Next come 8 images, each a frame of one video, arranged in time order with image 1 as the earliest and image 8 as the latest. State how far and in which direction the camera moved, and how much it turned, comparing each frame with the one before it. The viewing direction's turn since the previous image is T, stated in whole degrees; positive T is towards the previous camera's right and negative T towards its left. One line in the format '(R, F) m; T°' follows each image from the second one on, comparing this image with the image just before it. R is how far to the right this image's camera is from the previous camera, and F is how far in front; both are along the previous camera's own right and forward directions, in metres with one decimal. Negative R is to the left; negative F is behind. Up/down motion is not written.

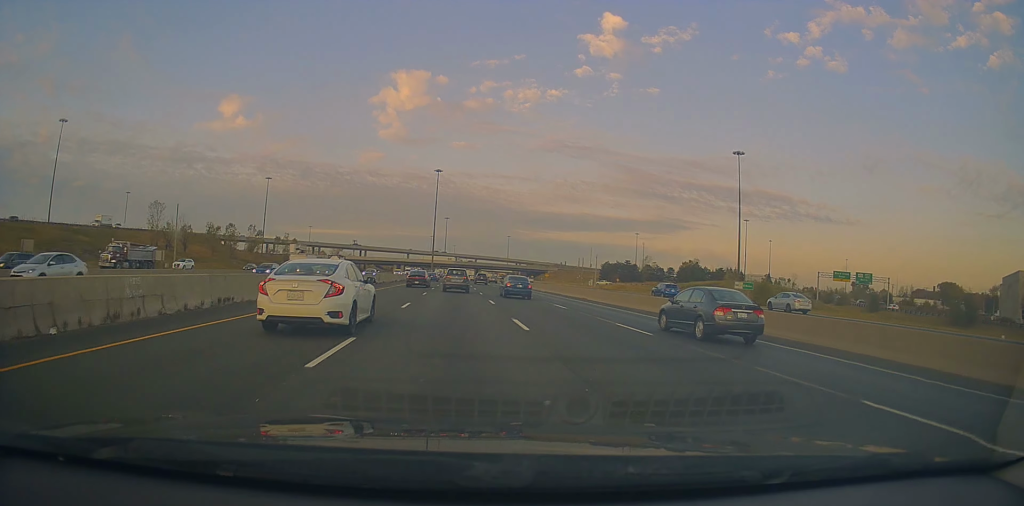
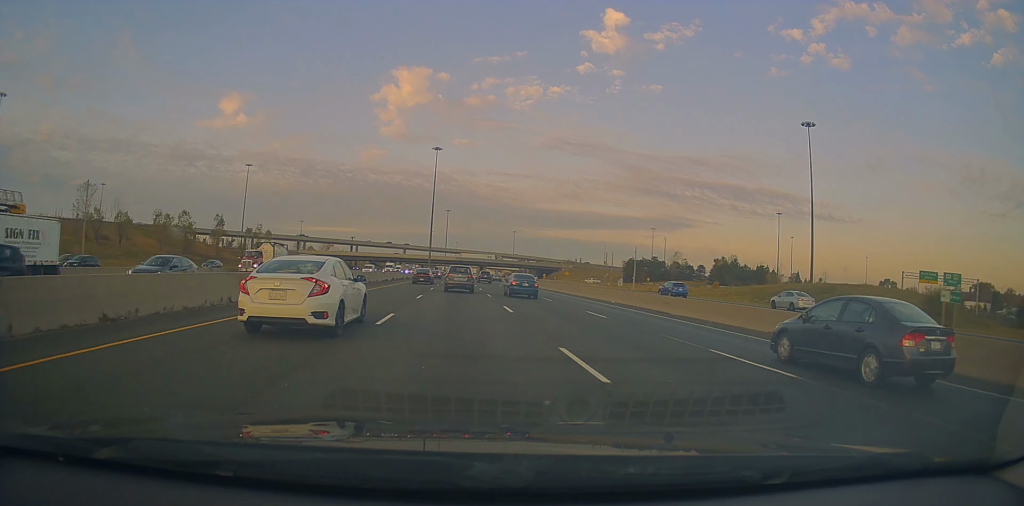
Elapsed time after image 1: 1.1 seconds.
(-0.1, +31.1) m; 0°
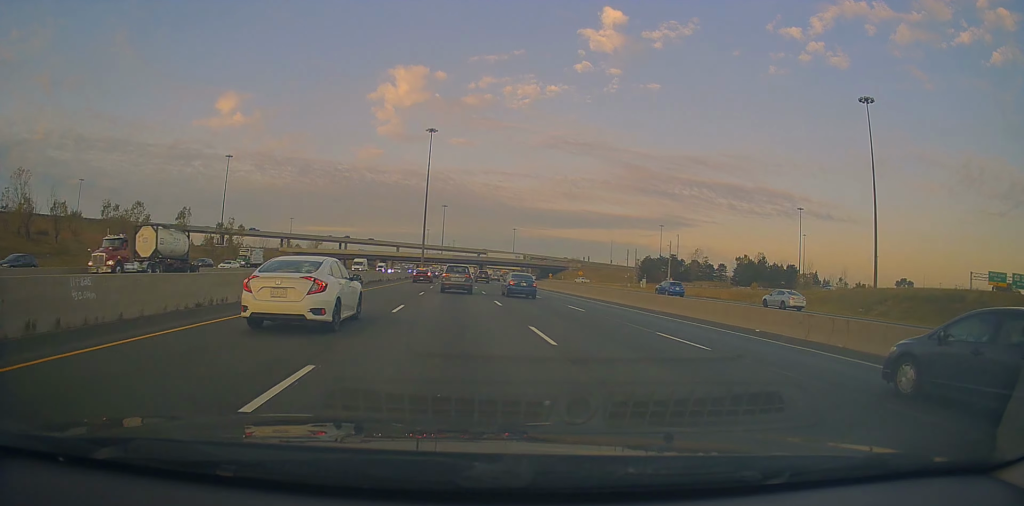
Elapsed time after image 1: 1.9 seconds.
(-0.1, +21.0) m; 0°
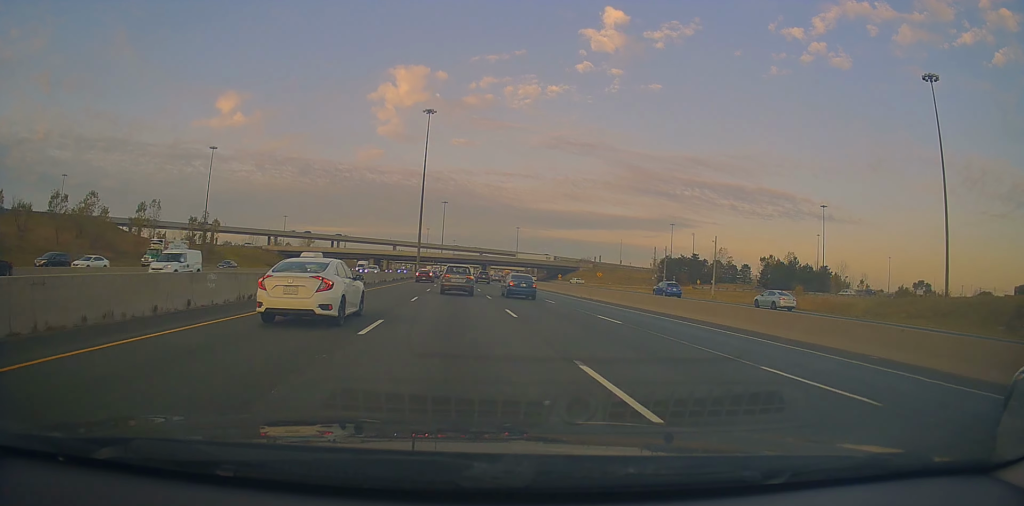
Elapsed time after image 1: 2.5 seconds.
(+0.3, +17.5) m; 0°
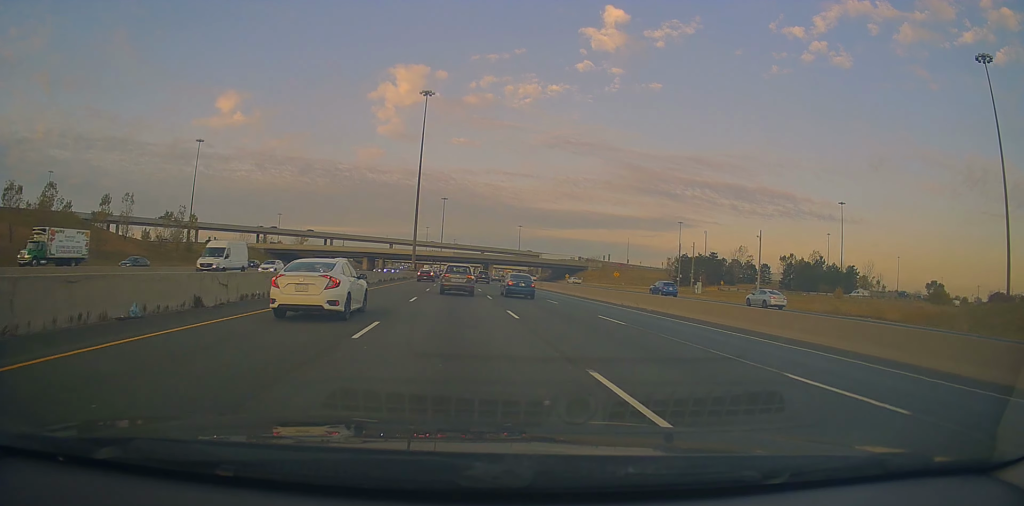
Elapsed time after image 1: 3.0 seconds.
(-0.1, +12.9) m; 0°
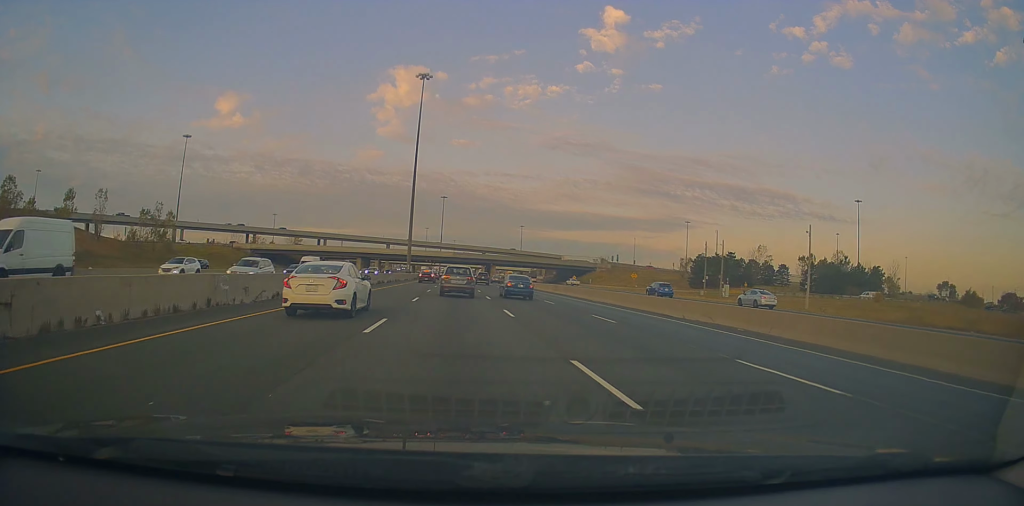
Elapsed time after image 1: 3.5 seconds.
(-0.3, +11.0) m; 0°
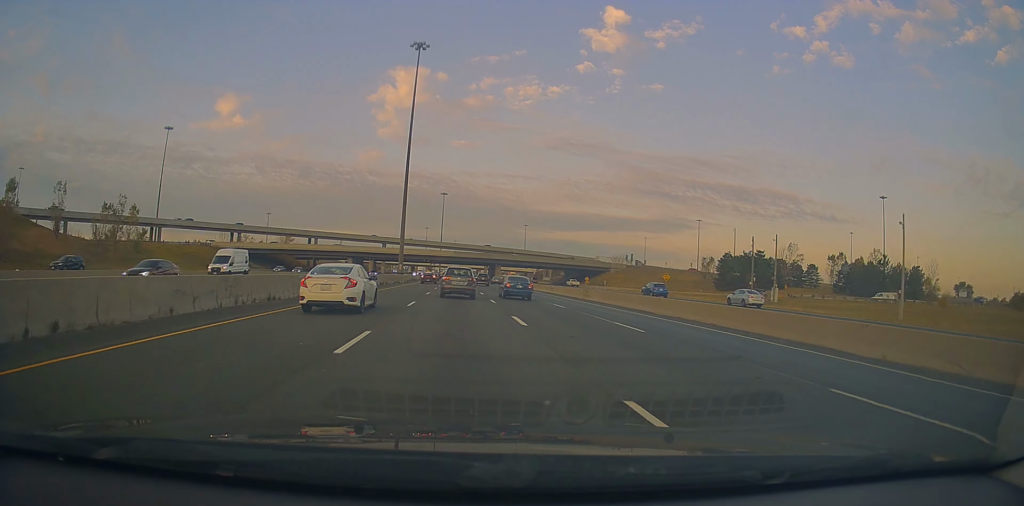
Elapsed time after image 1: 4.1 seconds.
(0.0, +15.1) m; 0°
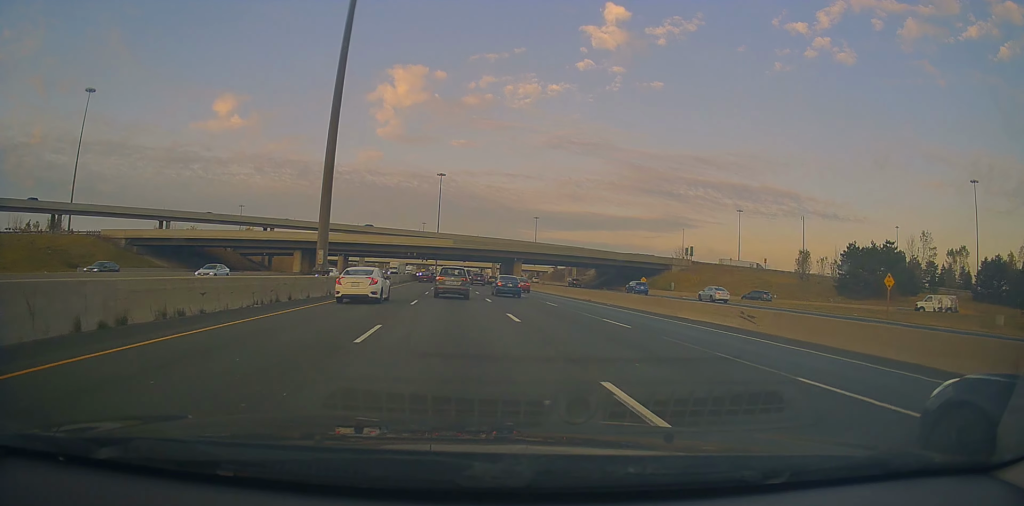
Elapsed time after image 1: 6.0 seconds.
(-0.2, +47.5) m; 0°
